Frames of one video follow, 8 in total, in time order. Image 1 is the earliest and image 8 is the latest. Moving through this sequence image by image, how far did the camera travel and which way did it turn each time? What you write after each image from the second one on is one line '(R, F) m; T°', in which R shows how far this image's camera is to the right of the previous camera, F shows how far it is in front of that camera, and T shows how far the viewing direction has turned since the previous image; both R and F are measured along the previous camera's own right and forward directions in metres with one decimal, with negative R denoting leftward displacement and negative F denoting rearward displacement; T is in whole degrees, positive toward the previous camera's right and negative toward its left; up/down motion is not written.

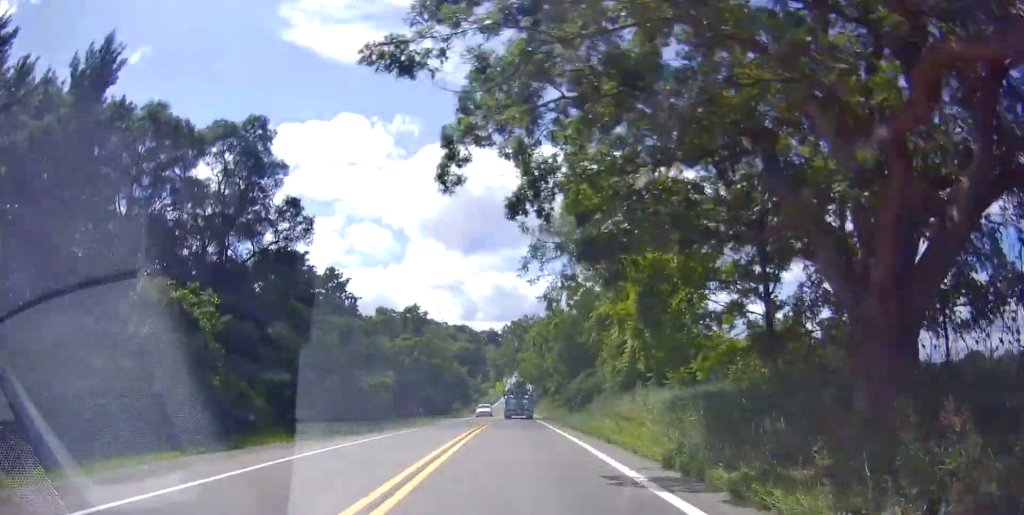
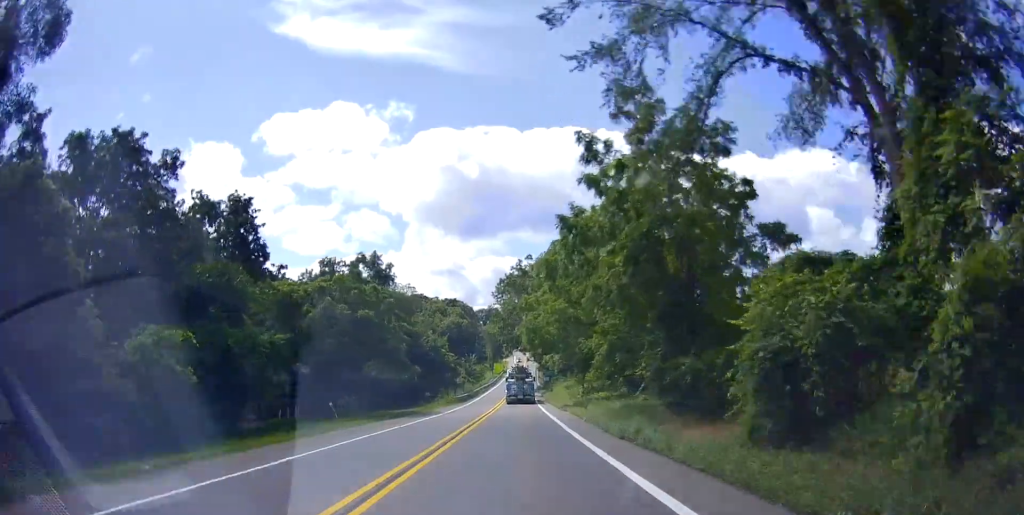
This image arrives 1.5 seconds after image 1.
(+0.3, +34.8) m; +2°
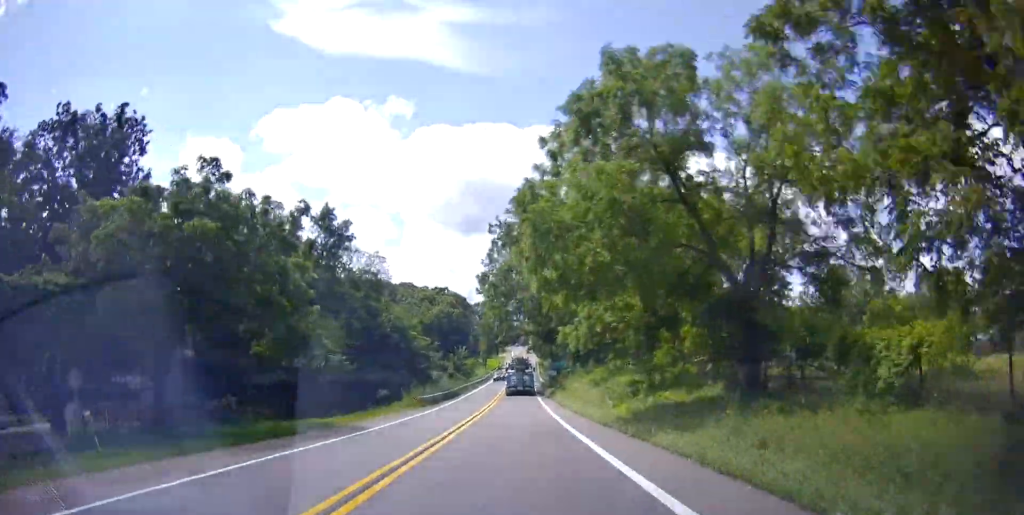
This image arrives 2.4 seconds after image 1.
(+0.4, +22.0) m; 0°
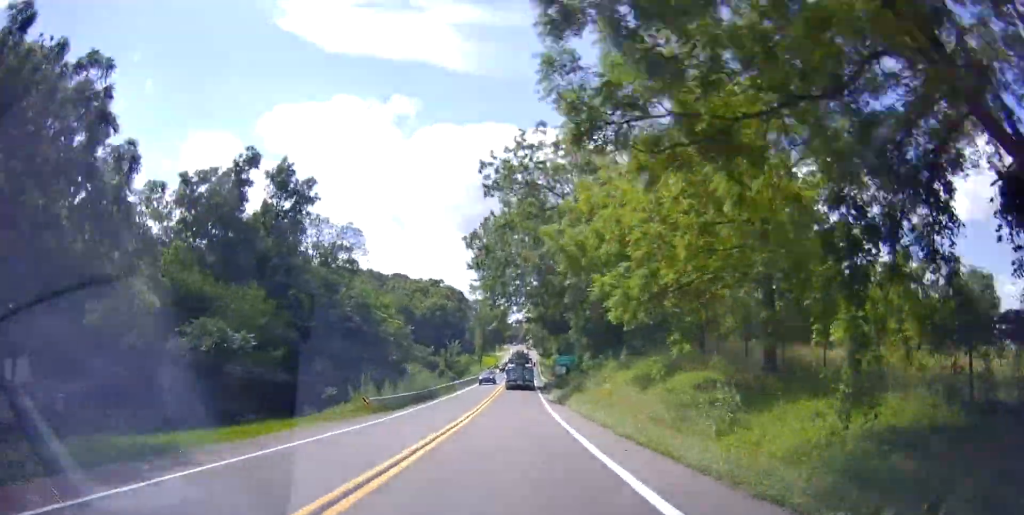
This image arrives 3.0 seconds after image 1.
(+0.1, +13.3) m; -1°
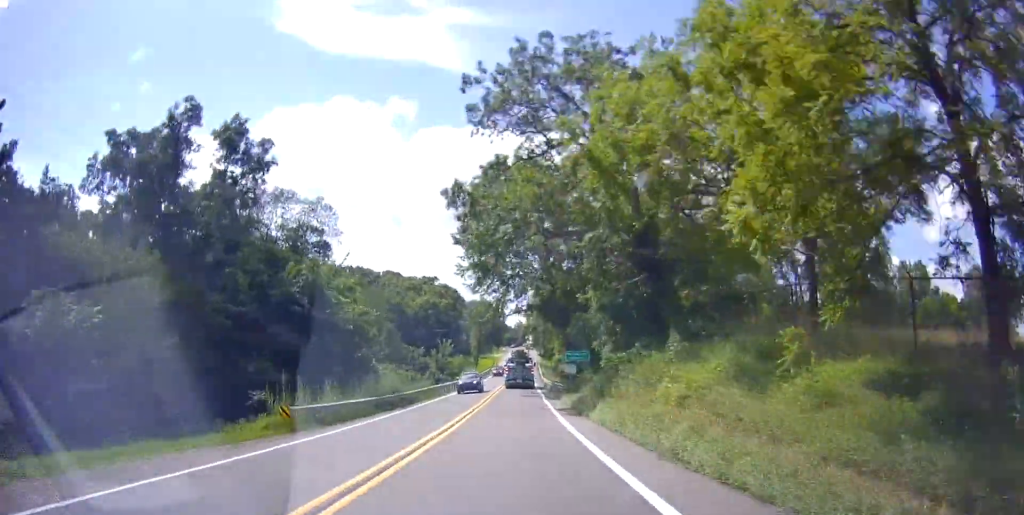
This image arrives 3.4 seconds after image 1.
(-0.3, +10.1) m; -1°
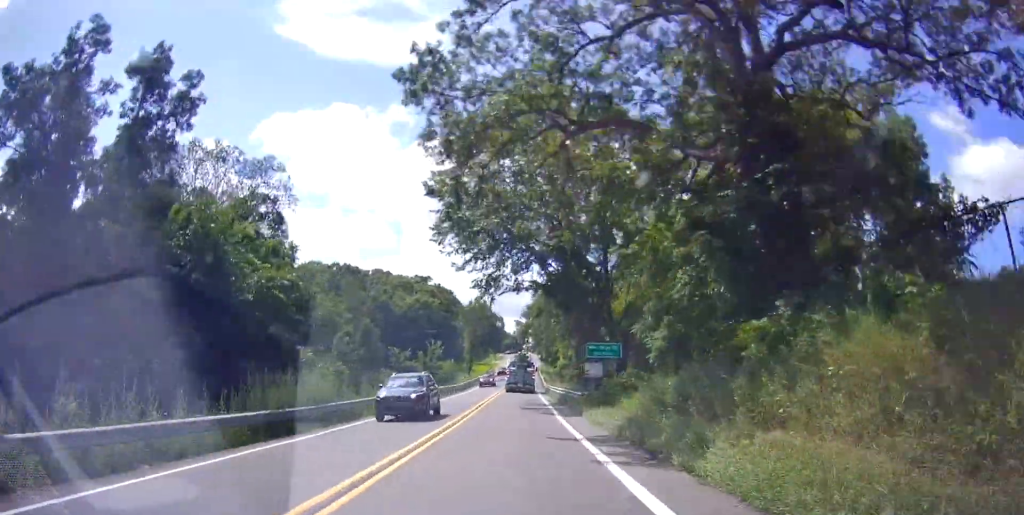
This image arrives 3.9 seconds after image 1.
(-0.2, +12.5) m; -1°
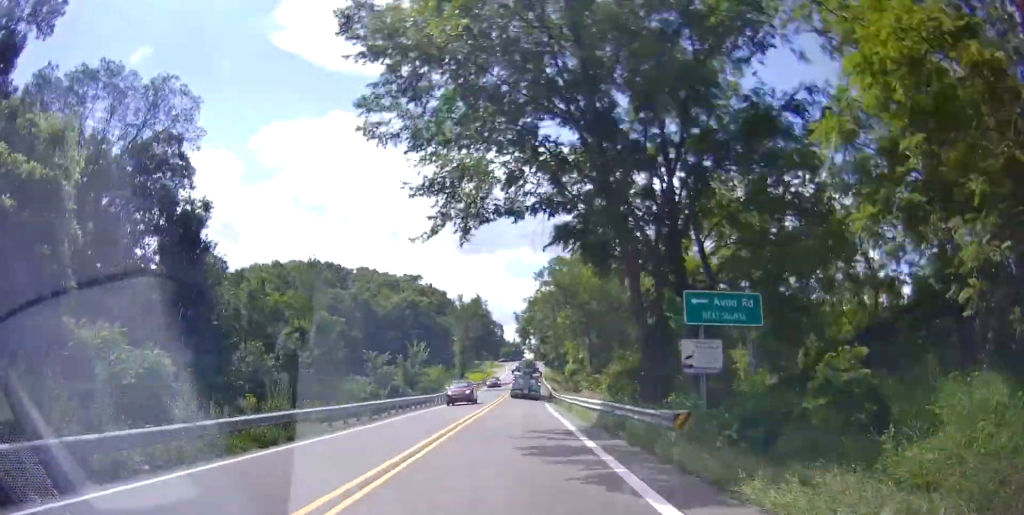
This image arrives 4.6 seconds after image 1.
(-0.1, +15.6) m; +1°
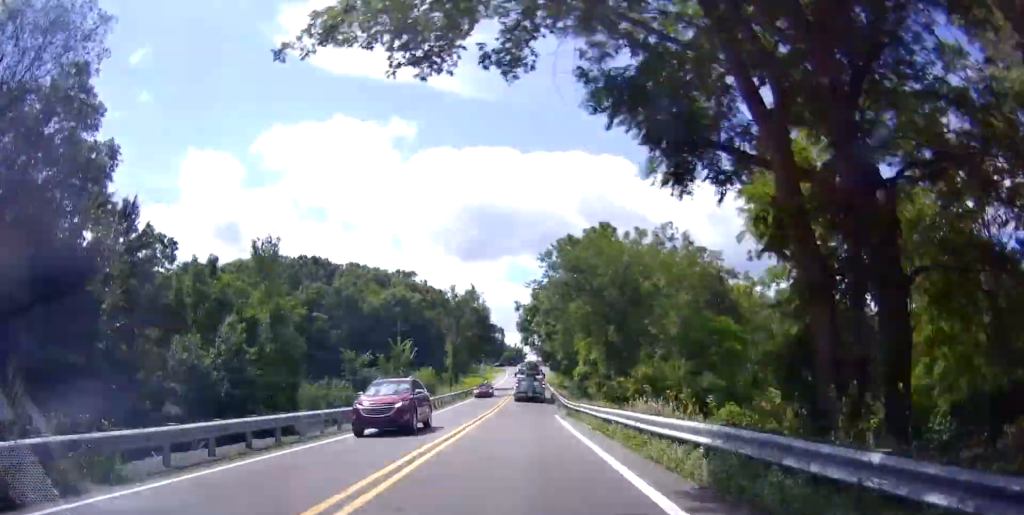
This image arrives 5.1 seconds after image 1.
(+0.1, +11.0) m; 0°
